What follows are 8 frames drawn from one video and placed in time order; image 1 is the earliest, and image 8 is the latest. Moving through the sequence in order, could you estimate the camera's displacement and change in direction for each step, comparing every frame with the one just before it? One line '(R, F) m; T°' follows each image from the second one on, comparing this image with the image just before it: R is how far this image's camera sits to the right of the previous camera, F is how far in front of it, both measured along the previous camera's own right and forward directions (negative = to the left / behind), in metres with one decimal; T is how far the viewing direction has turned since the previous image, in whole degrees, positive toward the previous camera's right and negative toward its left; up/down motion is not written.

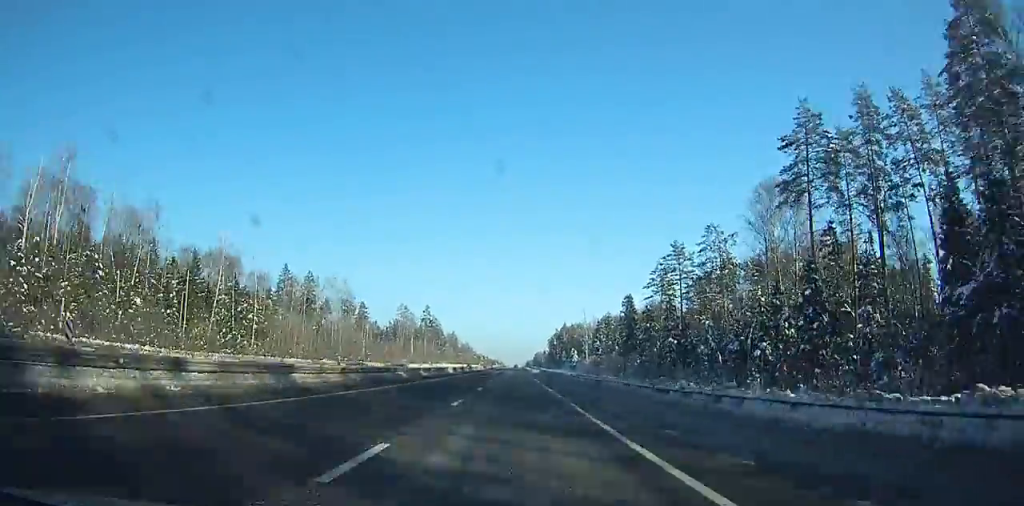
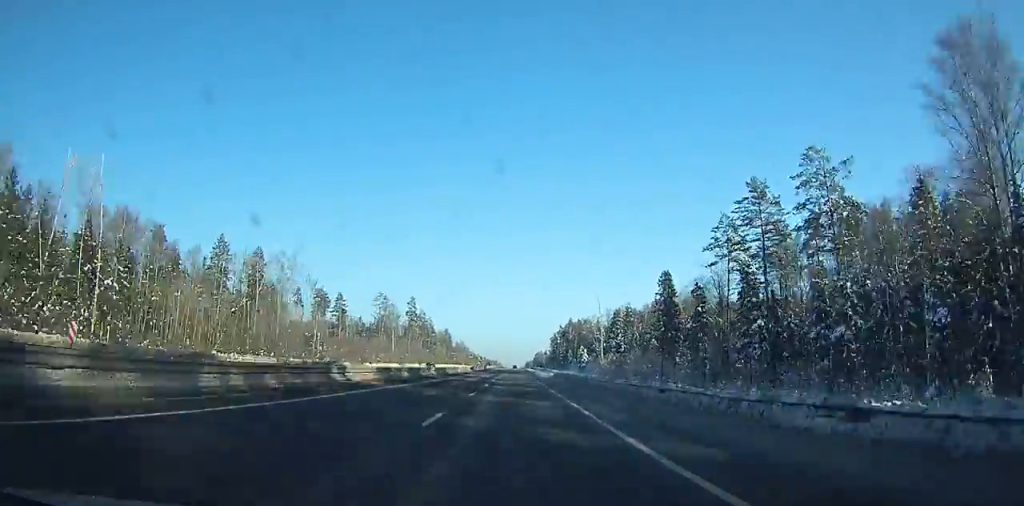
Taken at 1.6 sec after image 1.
(0.0, +43.4) m; 0°
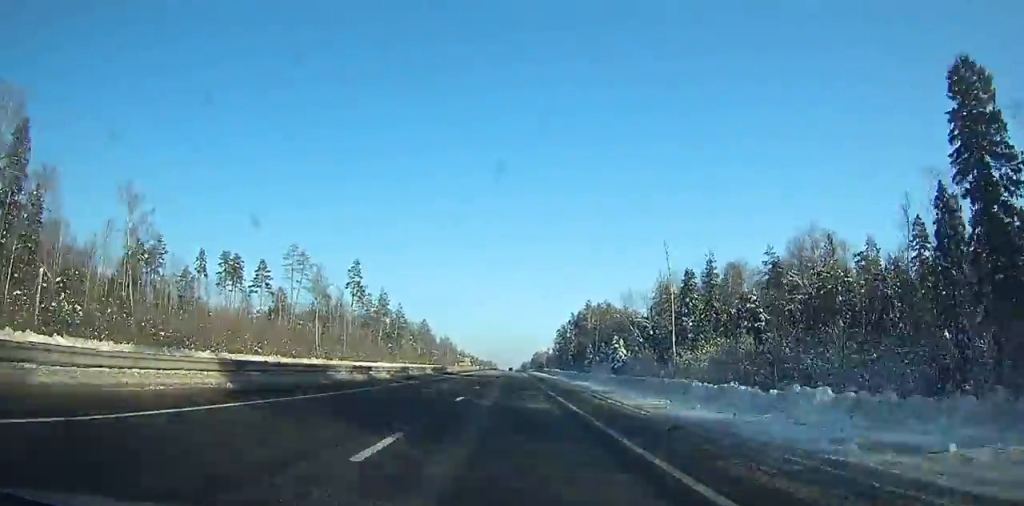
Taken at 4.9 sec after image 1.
(+0.1, +89.6) m; 0°
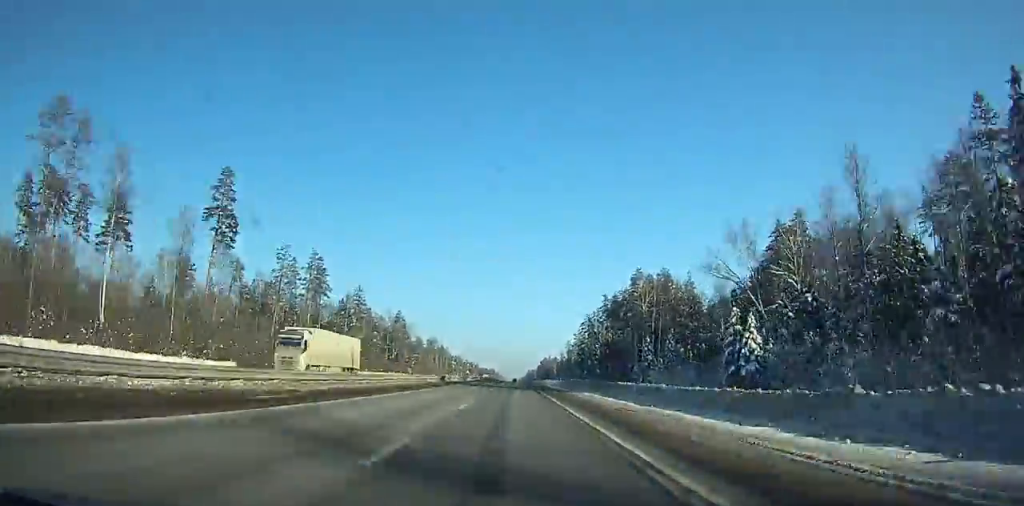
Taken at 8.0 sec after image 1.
(0.0, +84.3) m; 0°
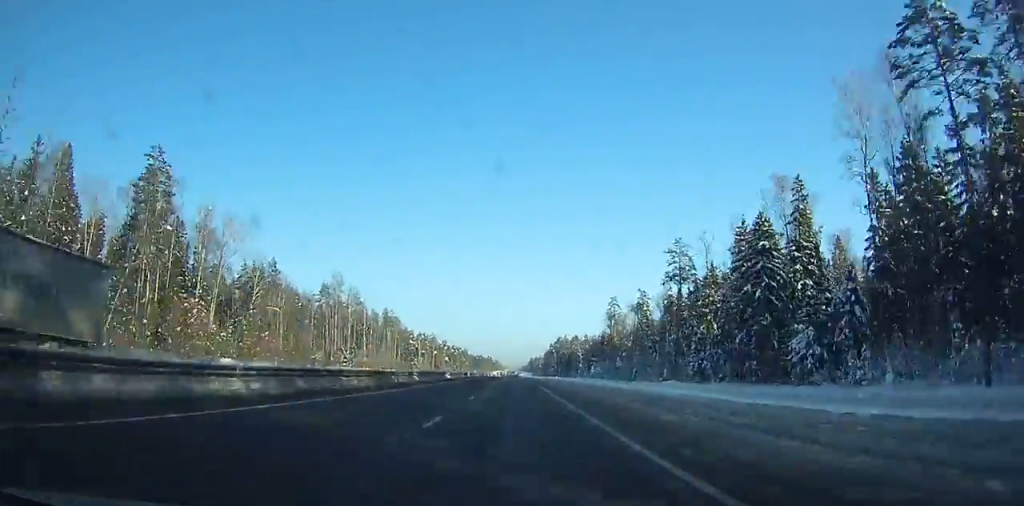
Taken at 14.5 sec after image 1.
(+0.5, +175.9) m; 0°
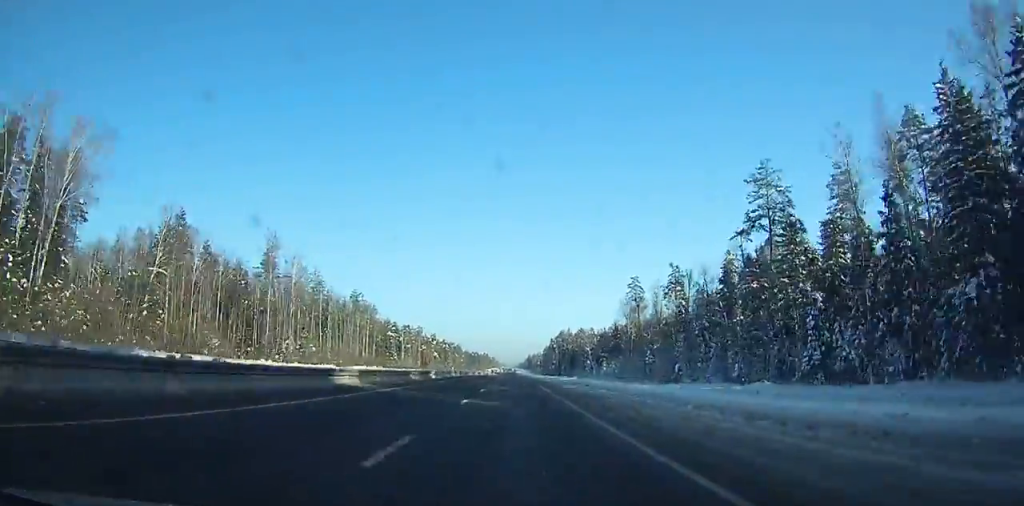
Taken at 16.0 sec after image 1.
(-0.5, +40.0) m; 0°
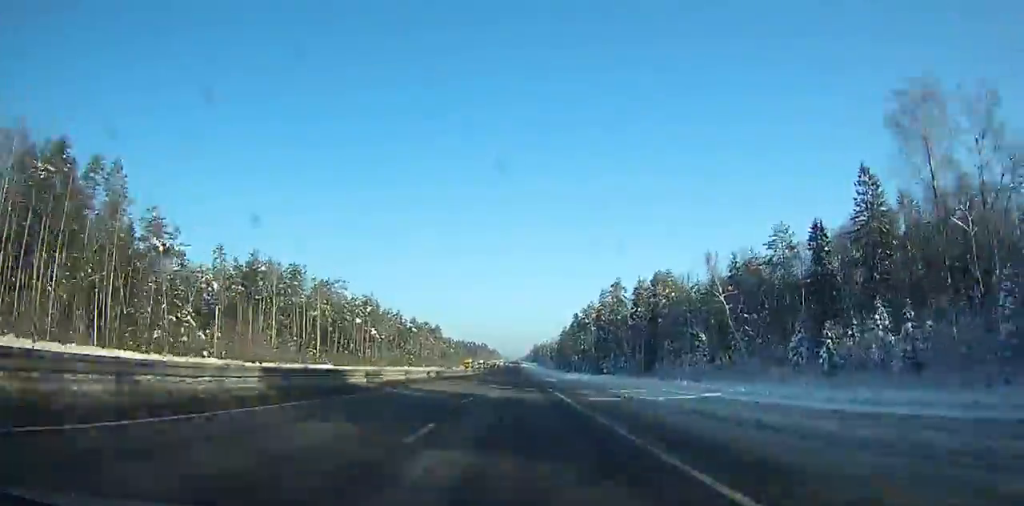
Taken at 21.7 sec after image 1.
(+0.6, +148.1) m; 0°
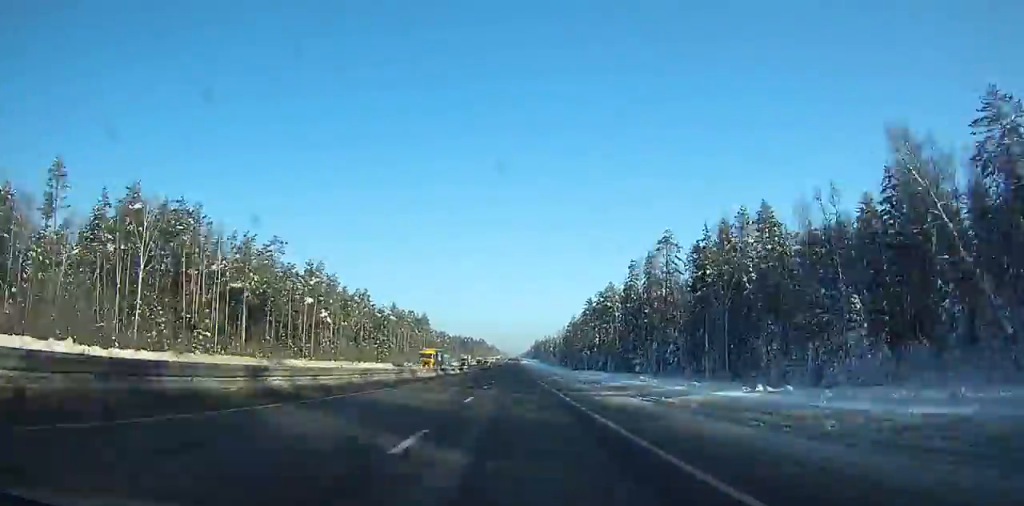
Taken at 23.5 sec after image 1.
(0.0, +45.9) m; 0°
